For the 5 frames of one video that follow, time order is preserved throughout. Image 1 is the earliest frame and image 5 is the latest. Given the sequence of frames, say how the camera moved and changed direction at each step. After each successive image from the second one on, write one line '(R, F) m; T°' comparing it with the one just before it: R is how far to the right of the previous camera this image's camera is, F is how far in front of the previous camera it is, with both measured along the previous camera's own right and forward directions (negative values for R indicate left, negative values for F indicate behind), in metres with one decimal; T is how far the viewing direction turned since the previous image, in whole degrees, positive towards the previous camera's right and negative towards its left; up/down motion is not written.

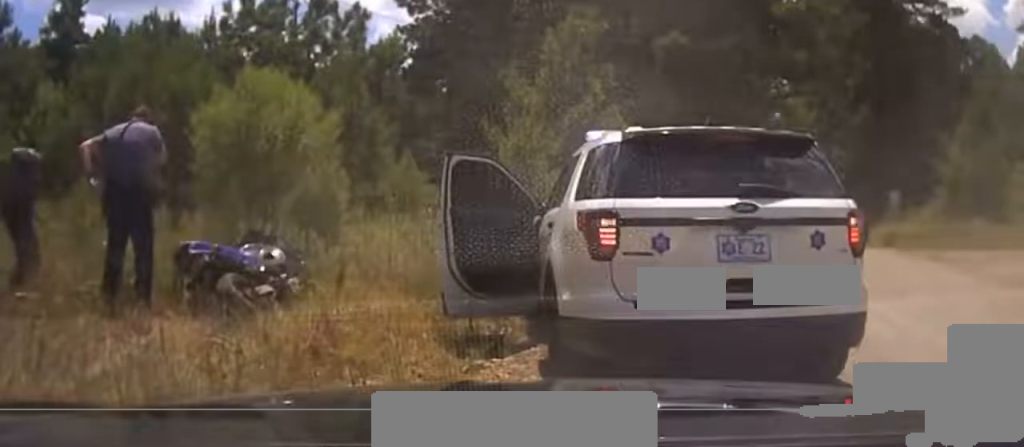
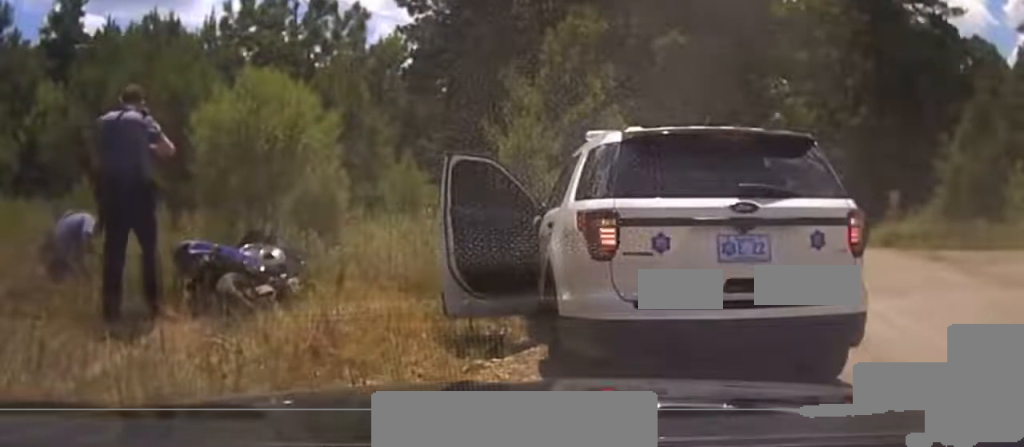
(0.0, +0.2) m; 0°
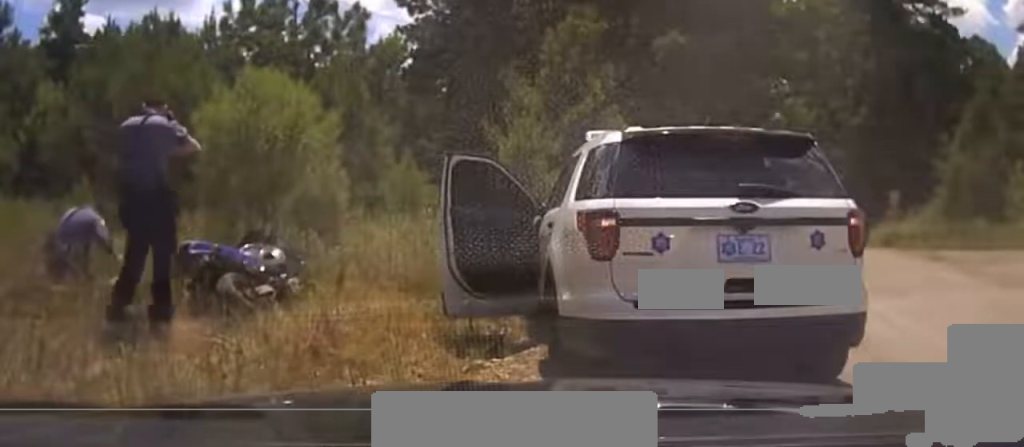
(0.0, 0.0) m; 0°
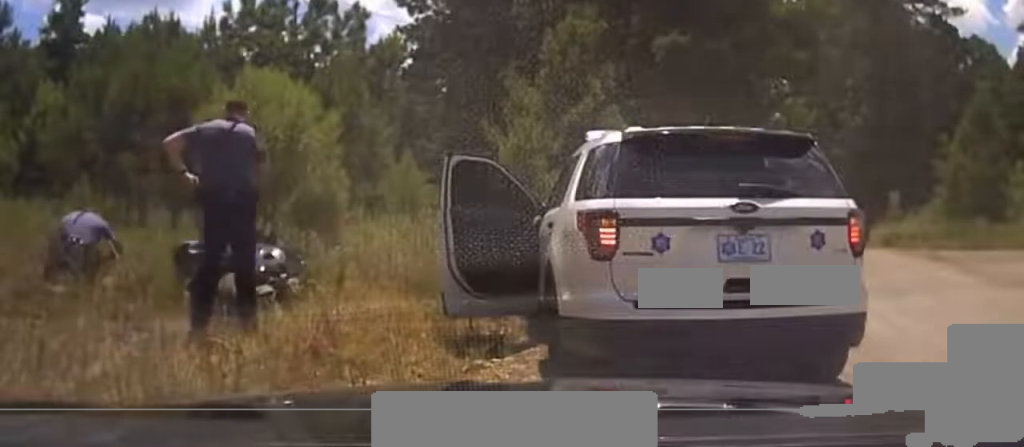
(0.0, +0.3) m; 0°
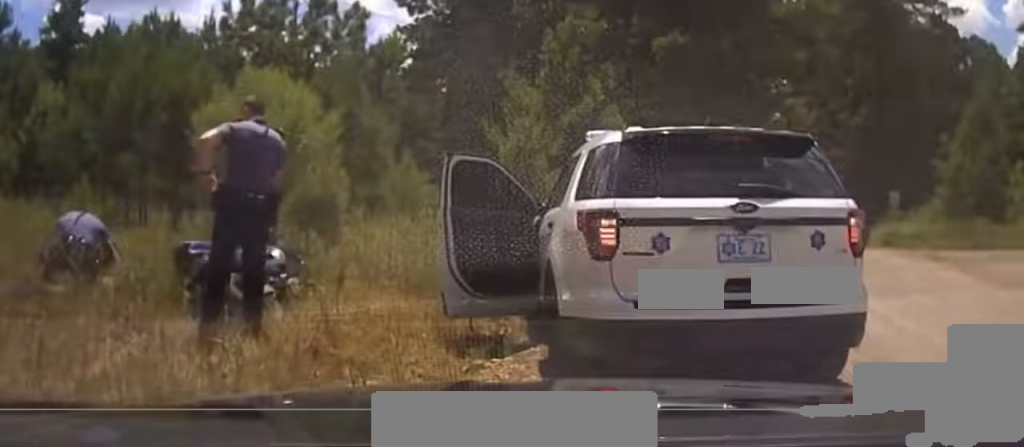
(0.0, 0.0) m; 0°
